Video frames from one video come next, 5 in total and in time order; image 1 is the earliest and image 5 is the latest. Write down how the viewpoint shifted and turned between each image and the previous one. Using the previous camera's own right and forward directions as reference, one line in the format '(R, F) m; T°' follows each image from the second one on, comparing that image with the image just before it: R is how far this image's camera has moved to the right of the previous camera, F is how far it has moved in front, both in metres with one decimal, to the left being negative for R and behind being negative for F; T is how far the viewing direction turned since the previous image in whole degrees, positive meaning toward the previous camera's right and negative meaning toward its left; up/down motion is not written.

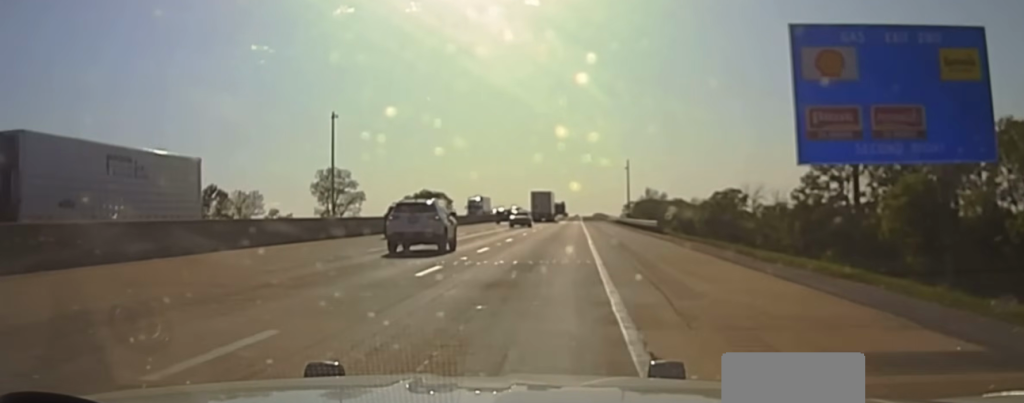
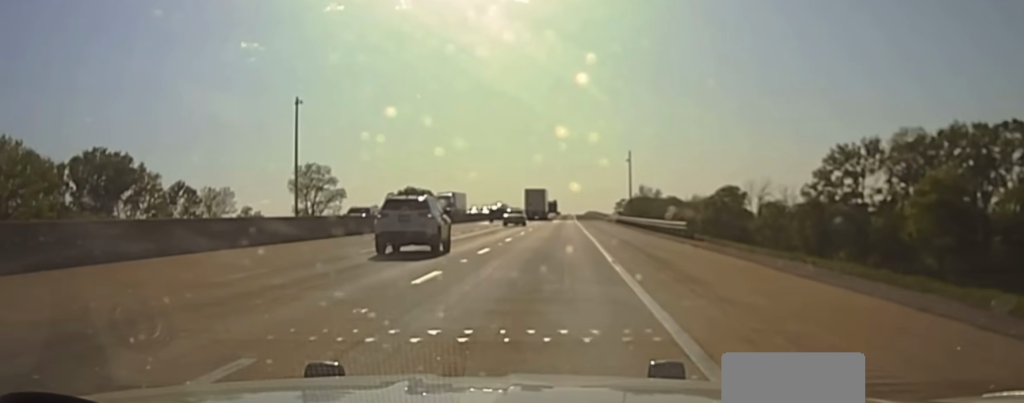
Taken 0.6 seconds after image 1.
(0.0, +15.7) m; +1°
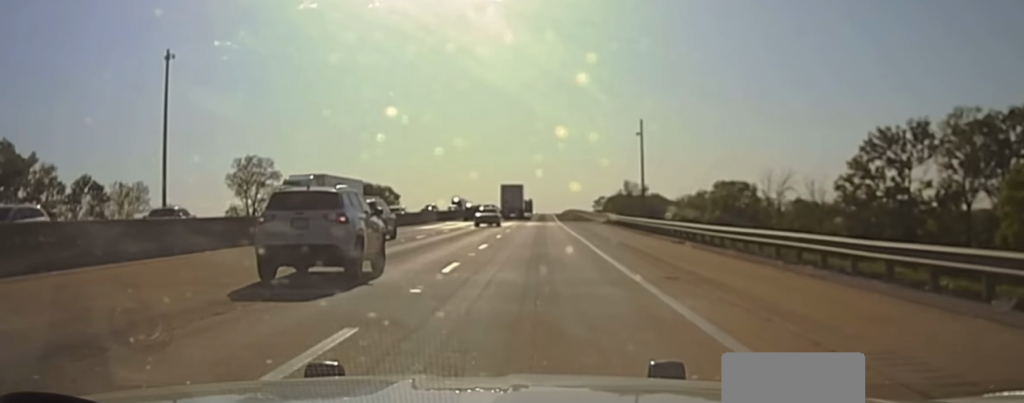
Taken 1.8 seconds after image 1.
(+0.6, +35.7) m; +2°
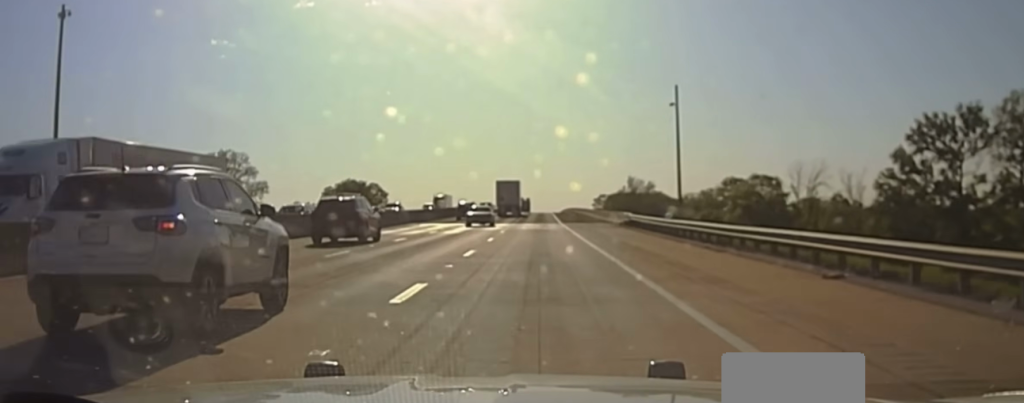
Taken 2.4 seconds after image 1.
(+0.1, +20.0) m; +1°
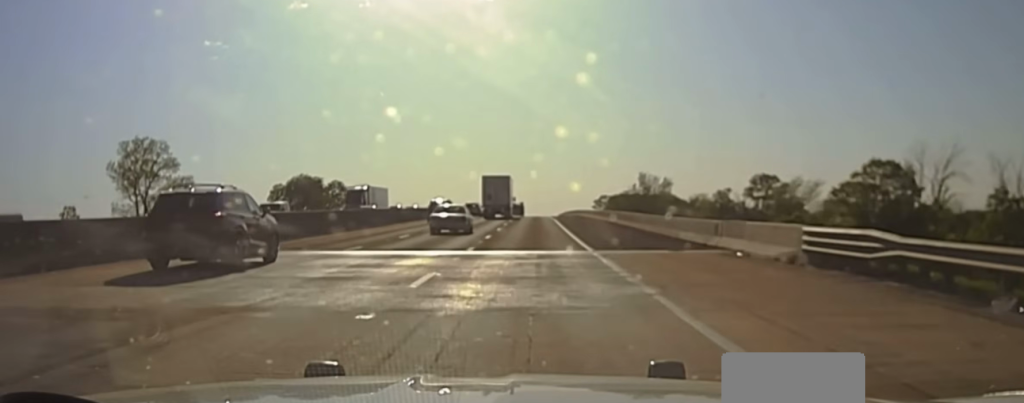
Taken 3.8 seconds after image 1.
(+0.6, +46.8) m; +1°
